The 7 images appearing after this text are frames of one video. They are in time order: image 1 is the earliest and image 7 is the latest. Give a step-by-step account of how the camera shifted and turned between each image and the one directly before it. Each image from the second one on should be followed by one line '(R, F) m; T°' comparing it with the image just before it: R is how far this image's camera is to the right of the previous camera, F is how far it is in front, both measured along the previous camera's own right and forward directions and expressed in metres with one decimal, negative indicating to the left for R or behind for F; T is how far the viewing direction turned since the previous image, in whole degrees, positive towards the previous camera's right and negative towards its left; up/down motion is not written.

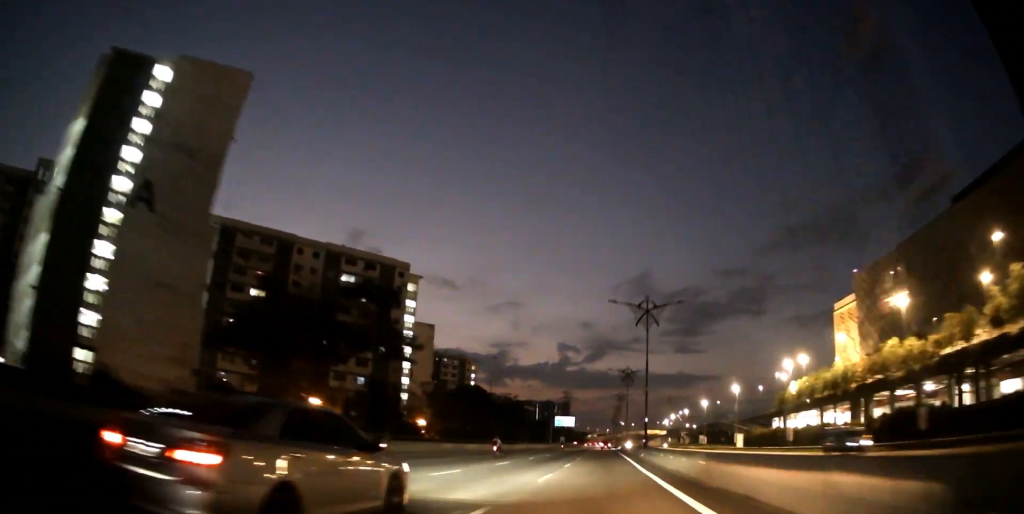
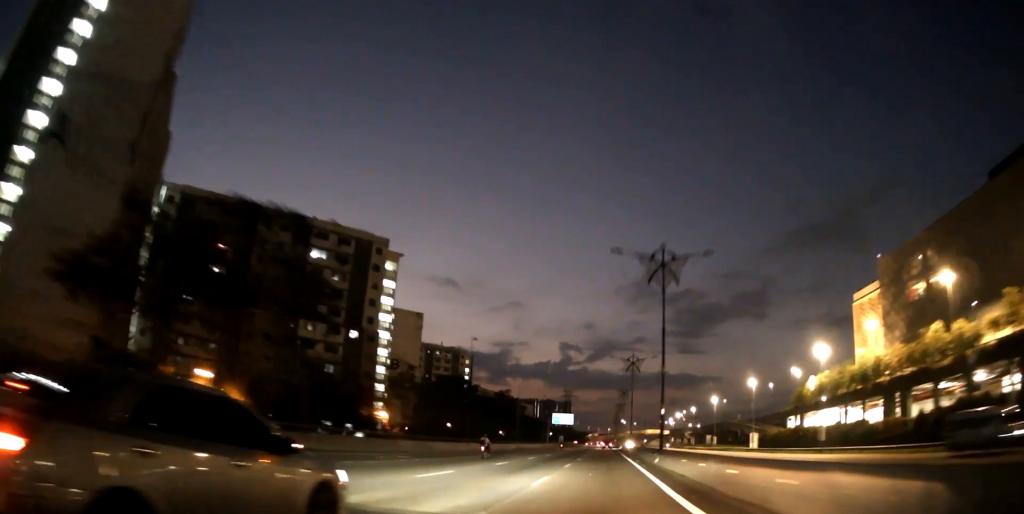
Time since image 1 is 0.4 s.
(0.0, +12.1) m; 0°
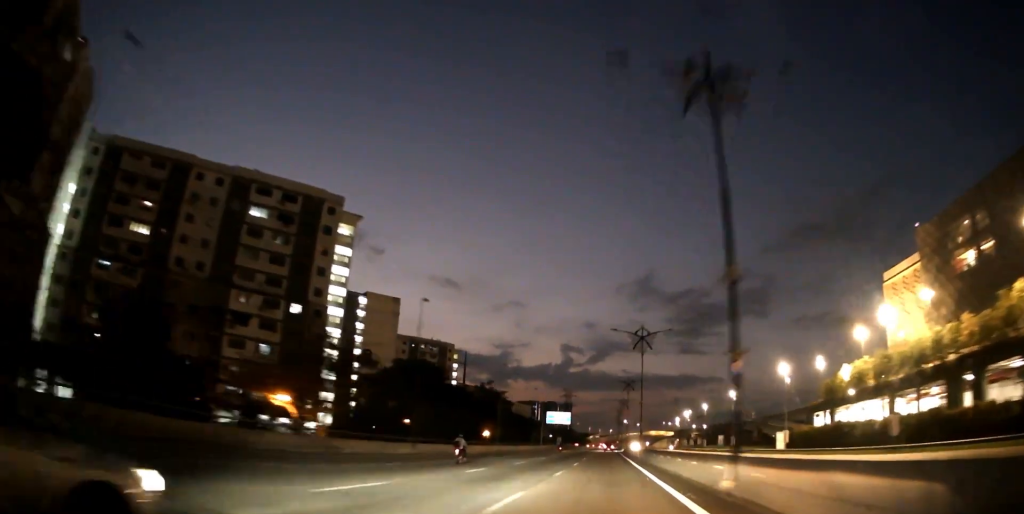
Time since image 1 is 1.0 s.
(0.0, +17.7) m; 0°
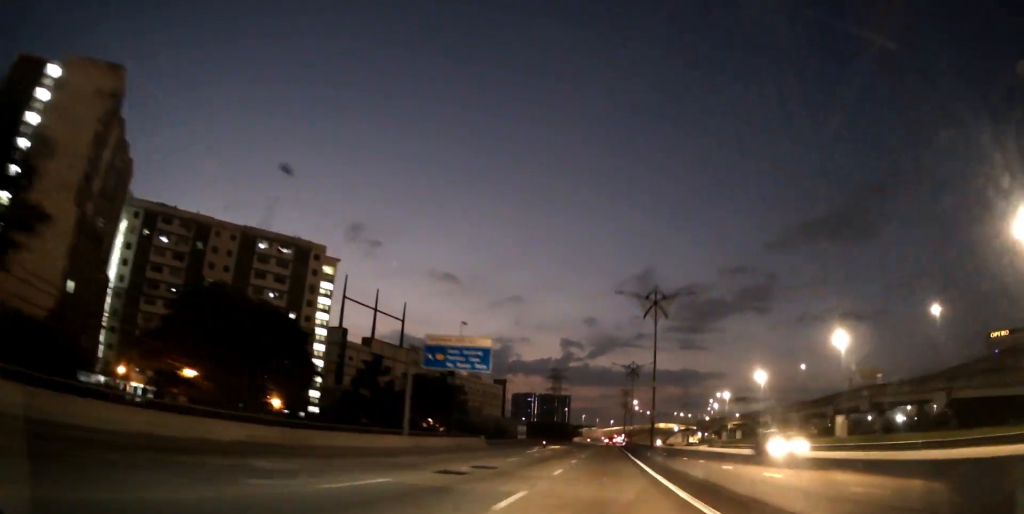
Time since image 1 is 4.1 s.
(+0.3, +92.2) m; 0°
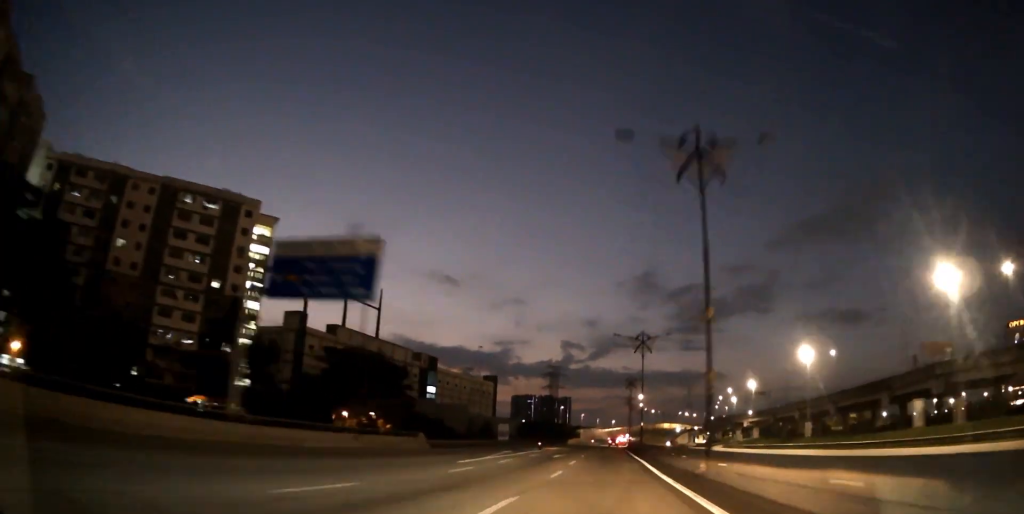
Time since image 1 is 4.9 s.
(-0.1, +22.8) m; 0°
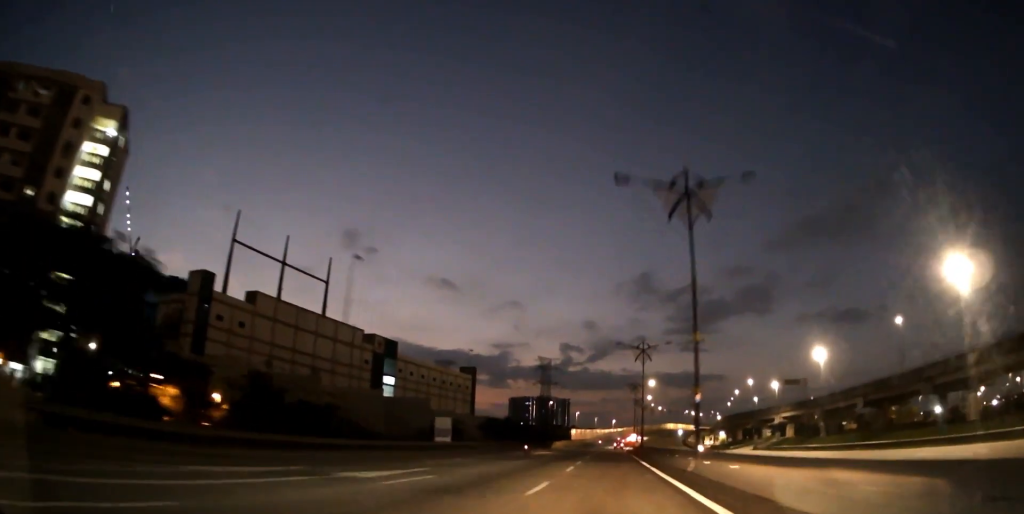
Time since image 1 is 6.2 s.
(-0.1, +36.1) m; 0°
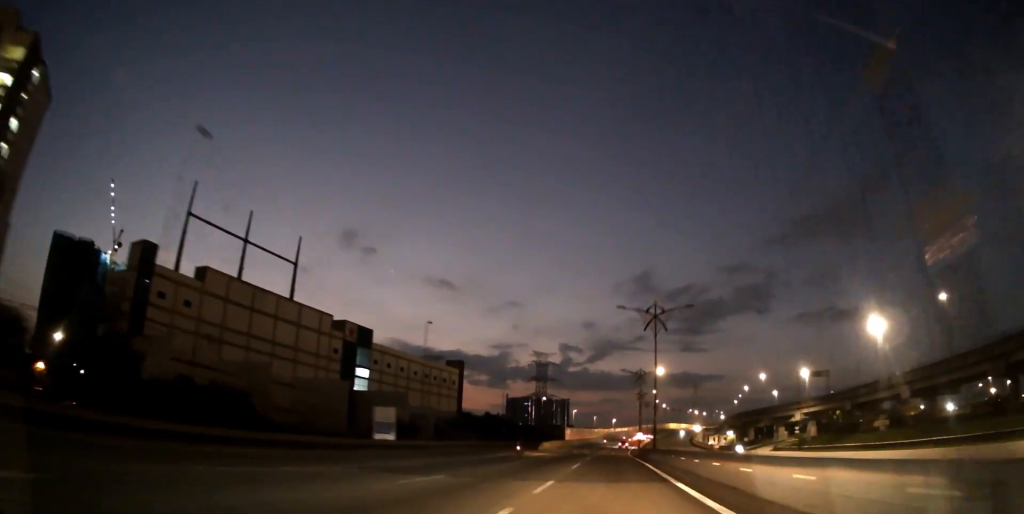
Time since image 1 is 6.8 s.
(0.0, +17.5) m; 0°
